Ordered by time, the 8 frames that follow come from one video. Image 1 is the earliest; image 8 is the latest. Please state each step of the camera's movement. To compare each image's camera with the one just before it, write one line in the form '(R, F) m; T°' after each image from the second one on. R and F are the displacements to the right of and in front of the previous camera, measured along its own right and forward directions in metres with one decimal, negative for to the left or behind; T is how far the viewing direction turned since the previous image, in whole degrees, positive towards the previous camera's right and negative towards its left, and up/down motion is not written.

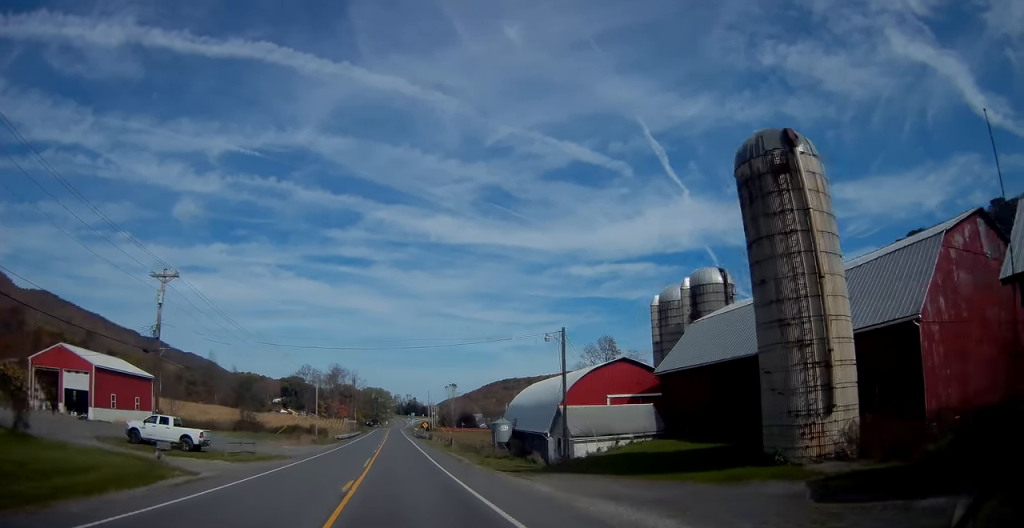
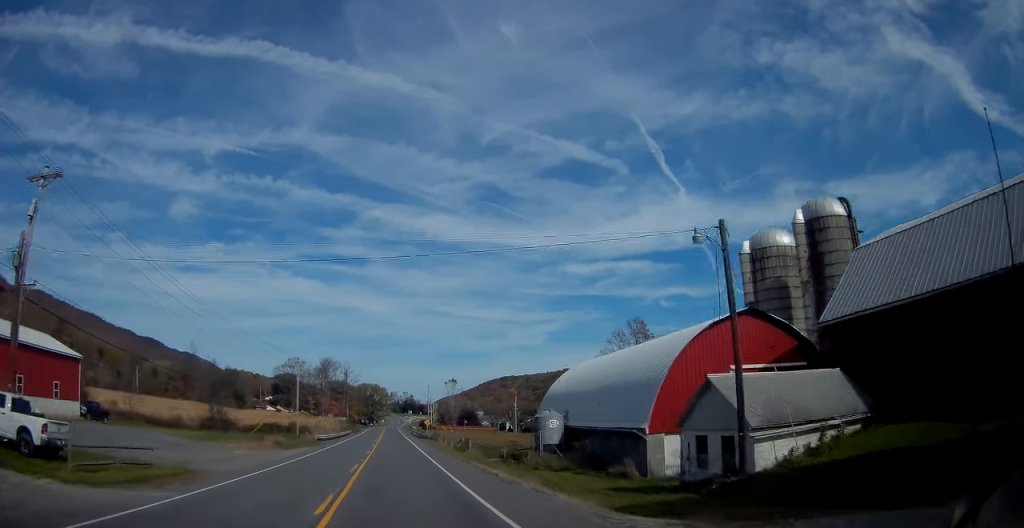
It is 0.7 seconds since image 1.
(-0.2, +17.1) m; 0°
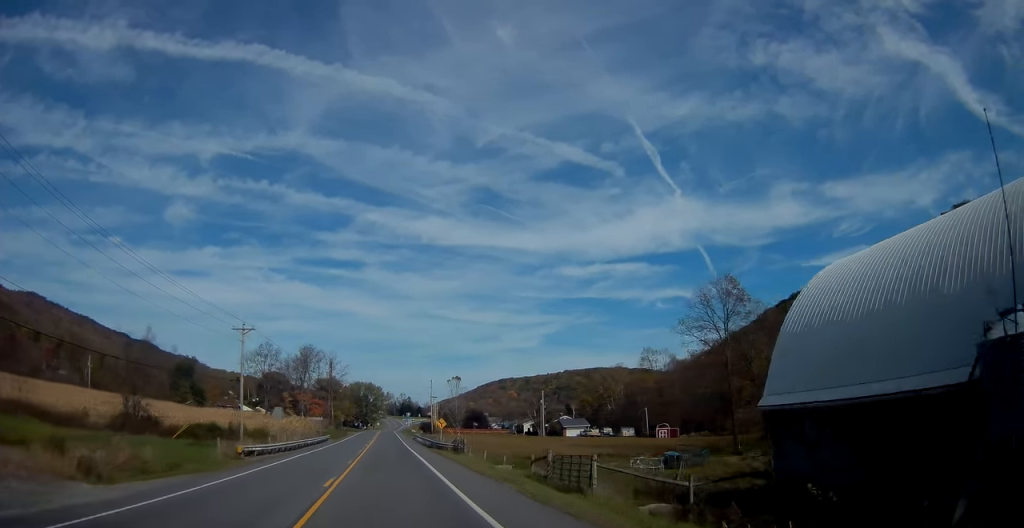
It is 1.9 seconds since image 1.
(+0.3, +30.7) m; +1°
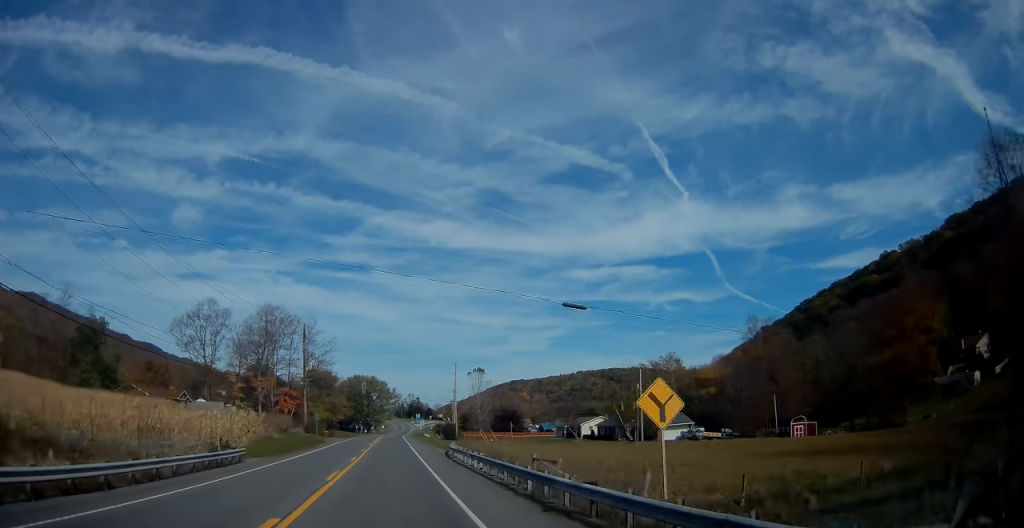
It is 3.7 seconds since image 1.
(0.0, +46.0) m; -1°
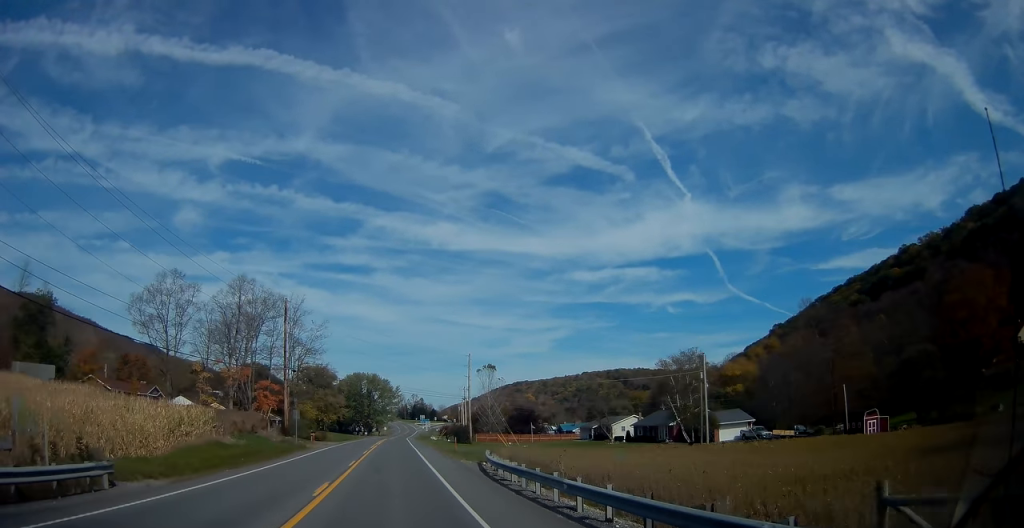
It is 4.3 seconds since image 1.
(-0.1, +16.0) m; 0°
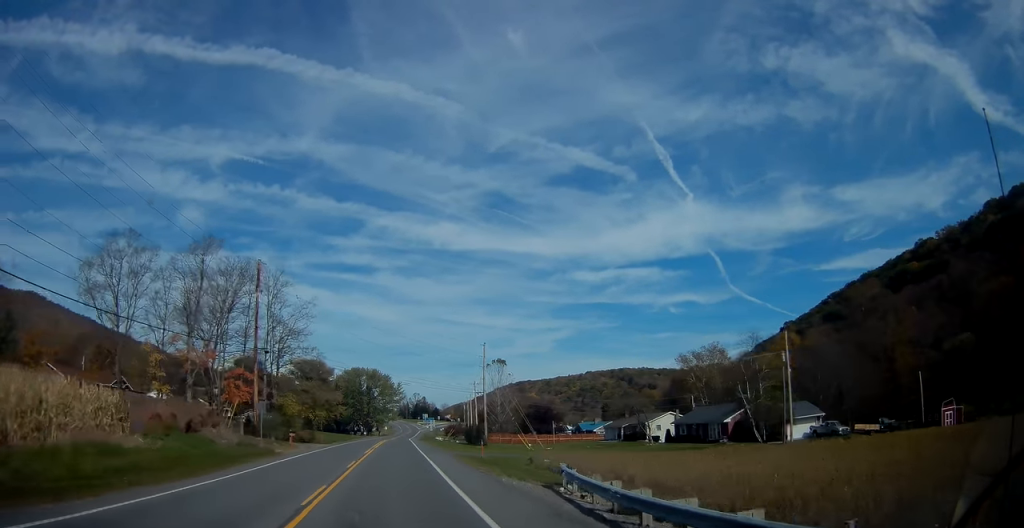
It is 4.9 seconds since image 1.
(0.0, +14.3) m; 0°
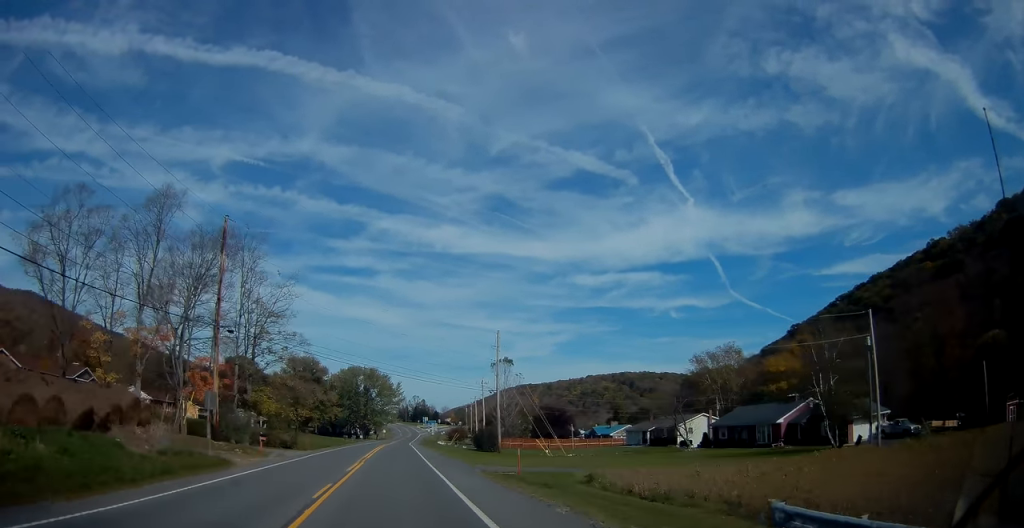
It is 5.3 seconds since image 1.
(-0.1, +10.9) m; 0°
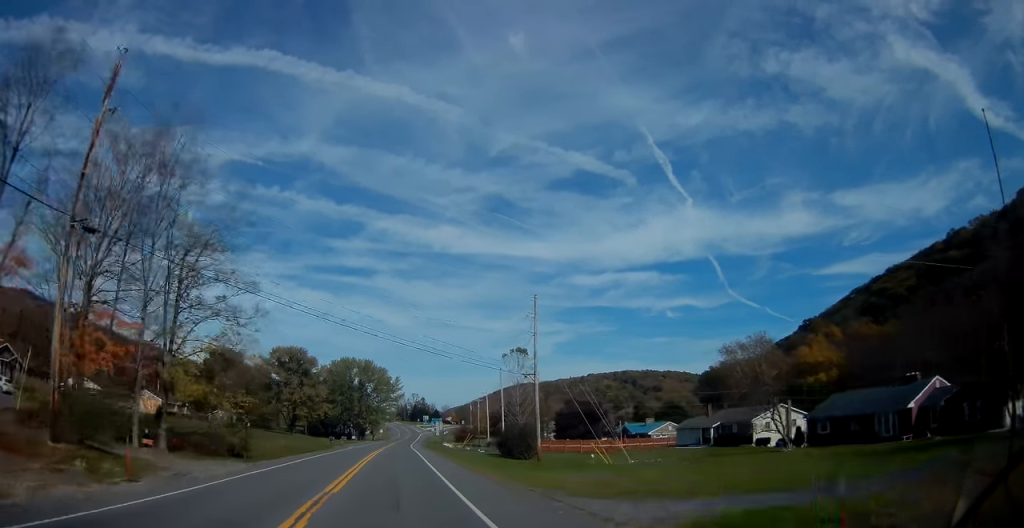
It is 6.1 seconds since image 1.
(0.0, +19.4) m; 0°
